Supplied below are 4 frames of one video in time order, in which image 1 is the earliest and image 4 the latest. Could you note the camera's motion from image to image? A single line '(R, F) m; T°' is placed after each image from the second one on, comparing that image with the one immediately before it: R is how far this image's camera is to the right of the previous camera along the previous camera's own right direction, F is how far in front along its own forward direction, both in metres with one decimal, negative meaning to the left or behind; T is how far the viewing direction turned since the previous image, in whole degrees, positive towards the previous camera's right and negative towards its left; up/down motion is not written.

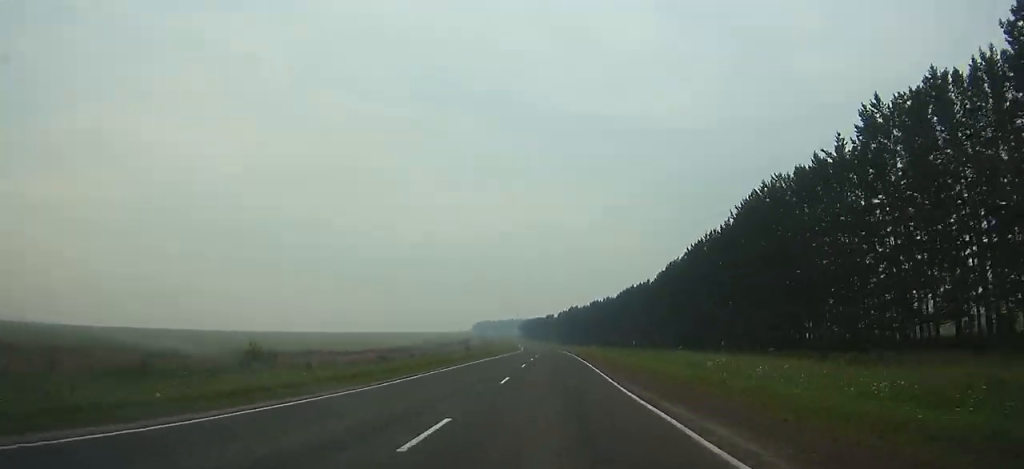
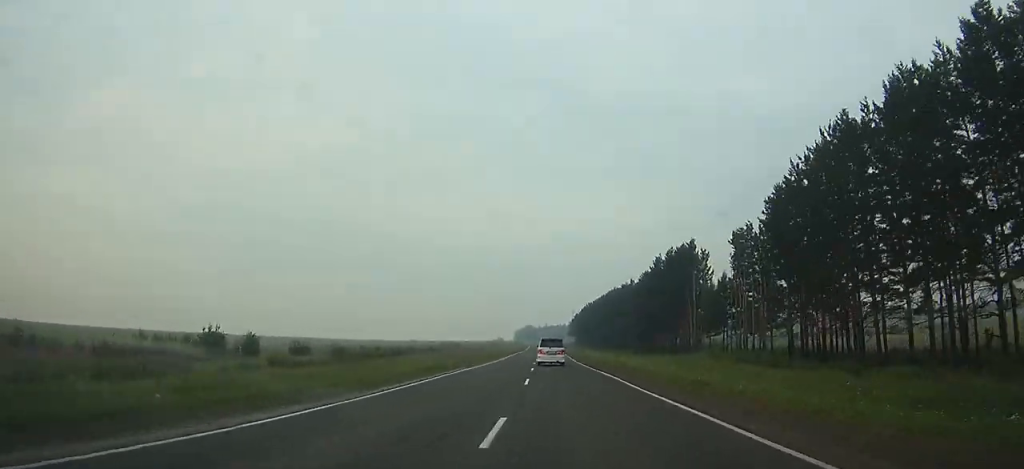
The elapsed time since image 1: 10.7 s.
(-12.8, +288.8) m; -5°
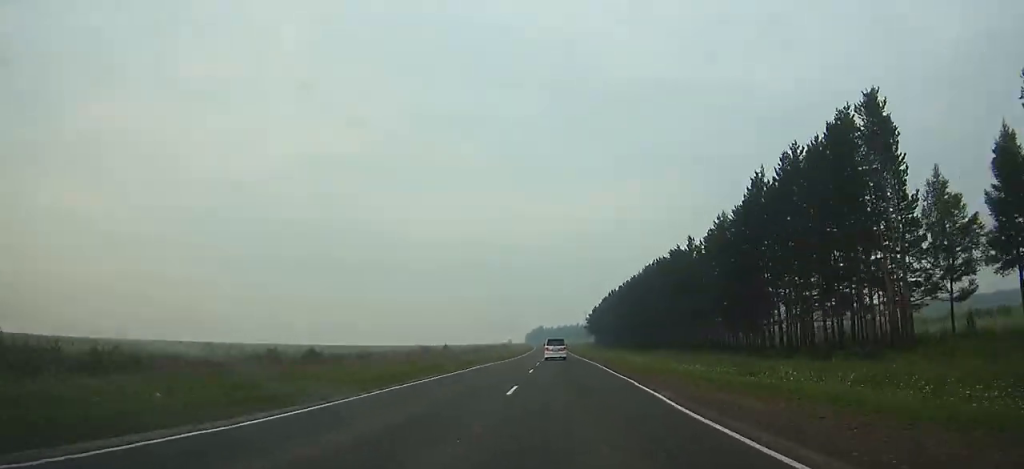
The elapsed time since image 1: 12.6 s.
(-0.3, +52.1) m; -1°
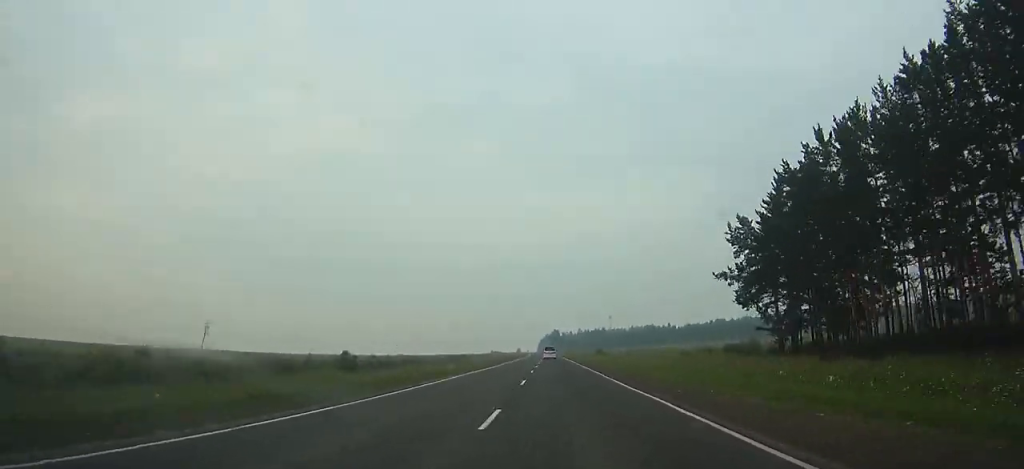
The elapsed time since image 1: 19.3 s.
(-3.3, +179.8) m; -2°
